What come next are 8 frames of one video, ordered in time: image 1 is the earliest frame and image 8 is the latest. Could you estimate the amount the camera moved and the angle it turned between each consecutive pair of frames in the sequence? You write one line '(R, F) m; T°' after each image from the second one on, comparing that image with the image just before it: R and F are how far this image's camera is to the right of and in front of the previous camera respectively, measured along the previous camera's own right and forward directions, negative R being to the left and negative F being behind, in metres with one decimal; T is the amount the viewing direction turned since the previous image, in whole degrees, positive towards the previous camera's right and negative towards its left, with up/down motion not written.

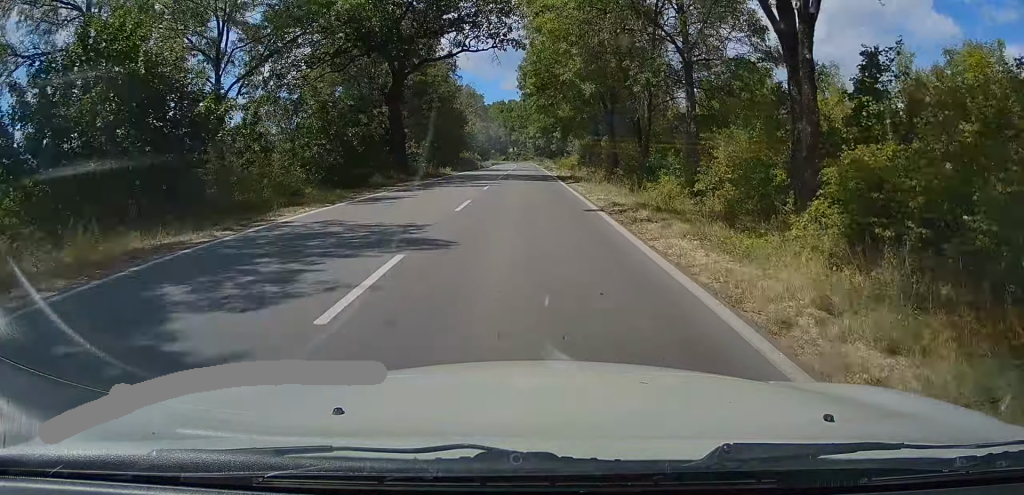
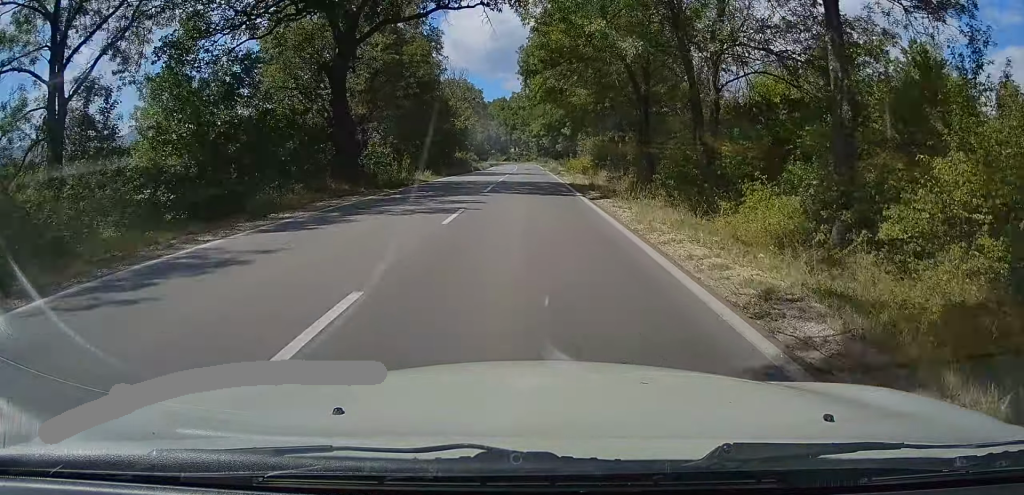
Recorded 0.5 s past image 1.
(+0.2, +11.3) m; 0°
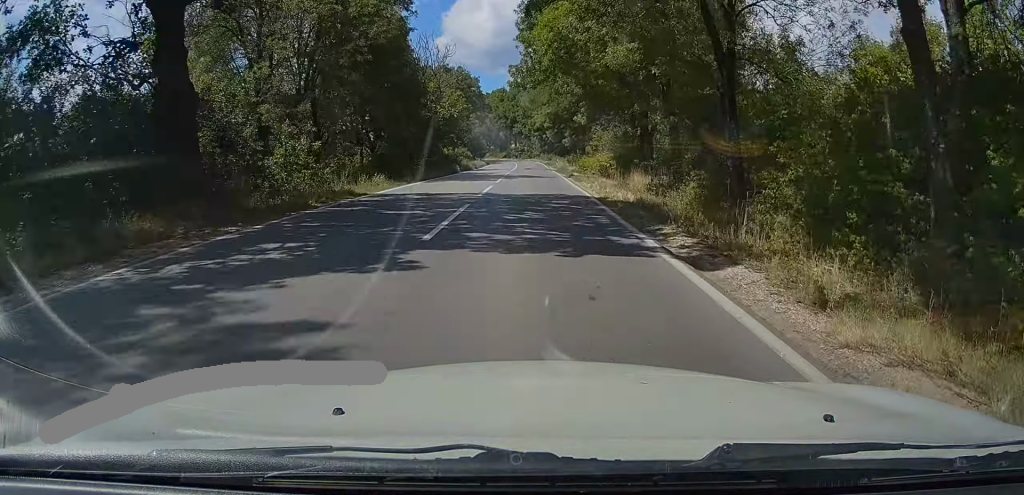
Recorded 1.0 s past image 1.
(+0.1, +13.0) m; 0°
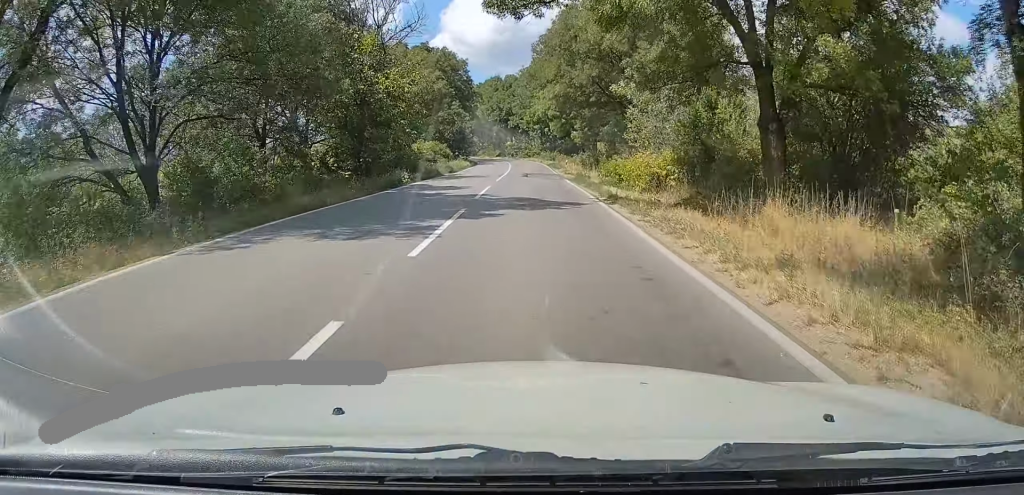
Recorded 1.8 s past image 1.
(0.0, +19.5) m; -1°
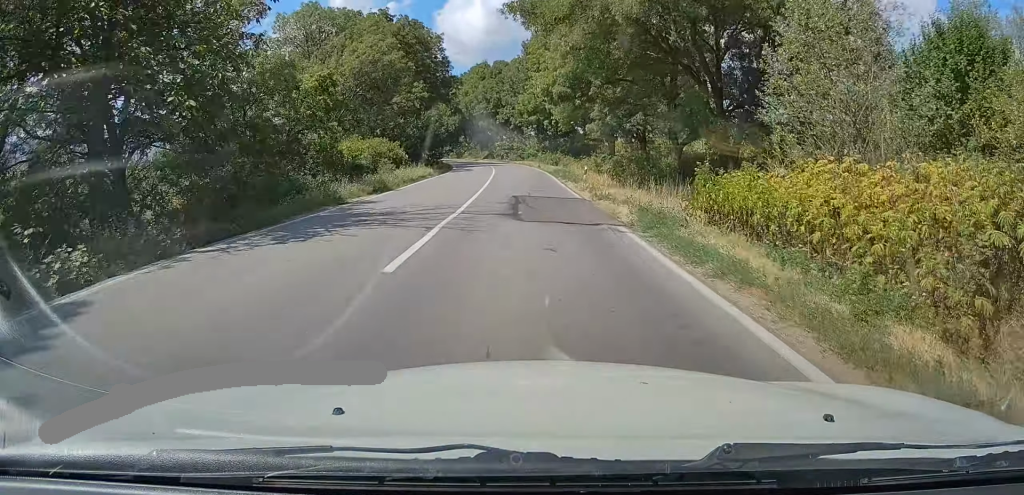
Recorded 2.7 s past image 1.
(-0.4, +20.9) m; 0°
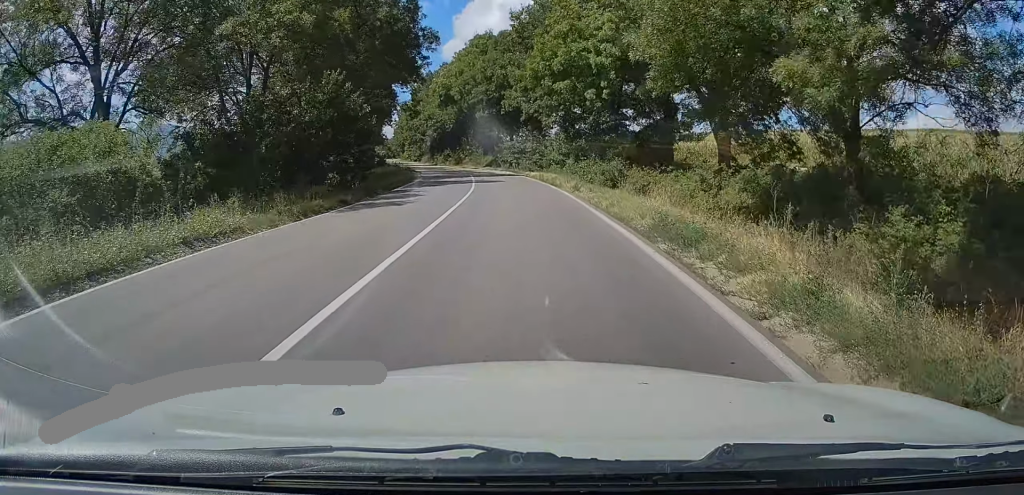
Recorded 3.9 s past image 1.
(+0.4, +30.1) m; 0°
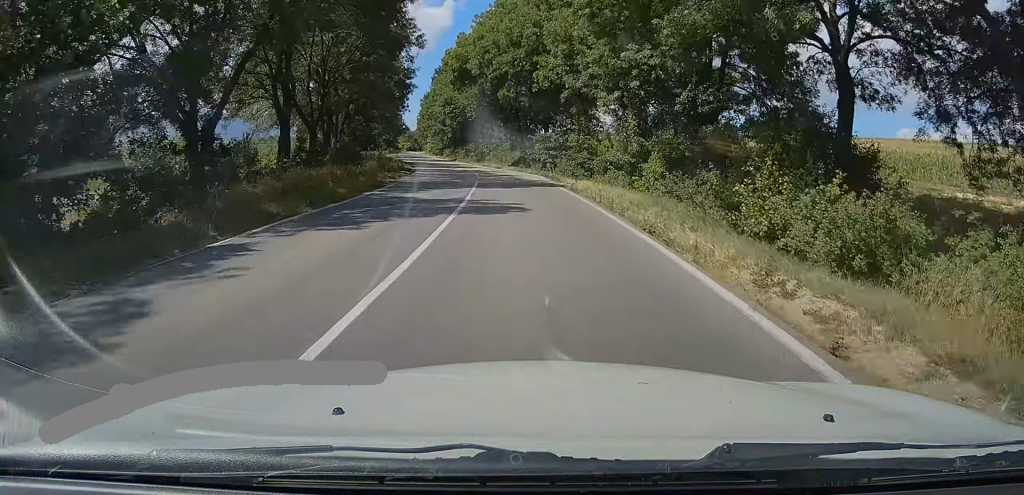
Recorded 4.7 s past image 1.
(-0.2, +18.0) m; -2°
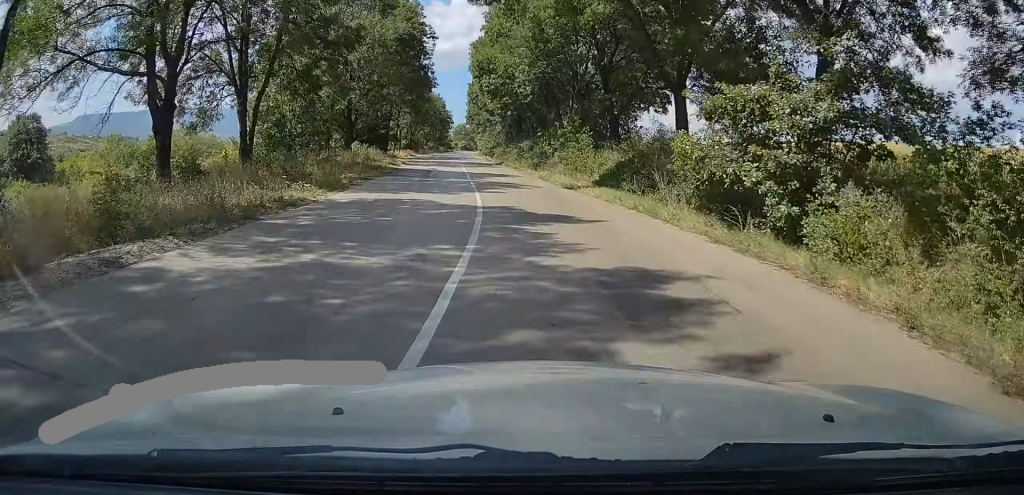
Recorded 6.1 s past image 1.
(-1.0, +31.9) m; -4°
